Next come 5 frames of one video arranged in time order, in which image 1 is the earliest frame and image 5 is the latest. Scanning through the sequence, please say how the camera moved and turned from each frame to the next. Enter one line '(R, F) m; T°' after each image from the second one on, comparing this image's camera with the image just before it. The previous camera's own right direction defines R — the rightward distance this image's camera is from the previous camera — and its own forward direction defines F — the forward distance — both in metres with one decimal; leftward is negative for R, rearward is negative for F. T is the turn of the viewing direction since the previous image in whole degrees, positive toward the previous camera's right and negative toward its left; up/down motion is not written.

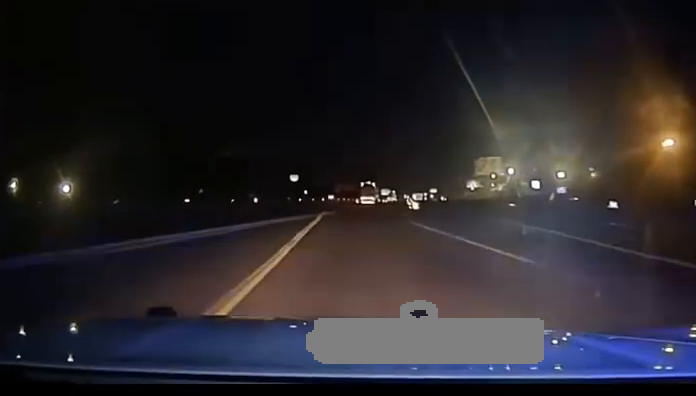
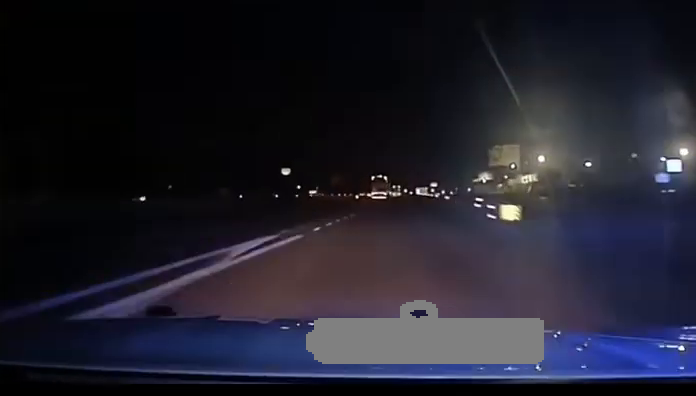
(-0.1, +43.6) m; 0°
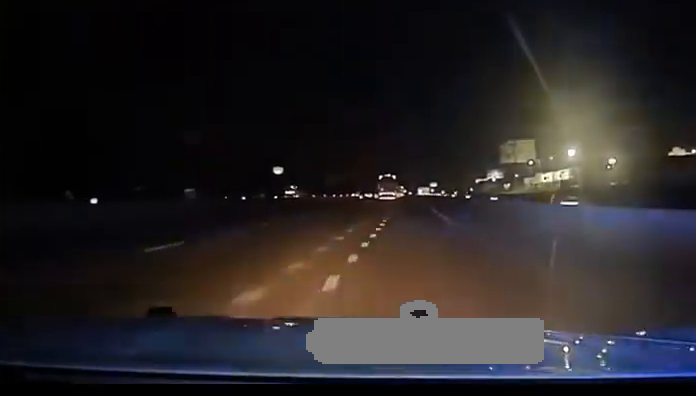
(+0.1, +29.4) m; 0°
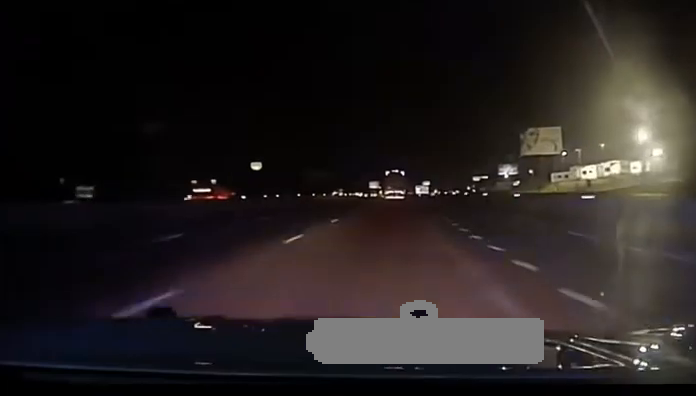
(-0.1, +42.3) m; 0°
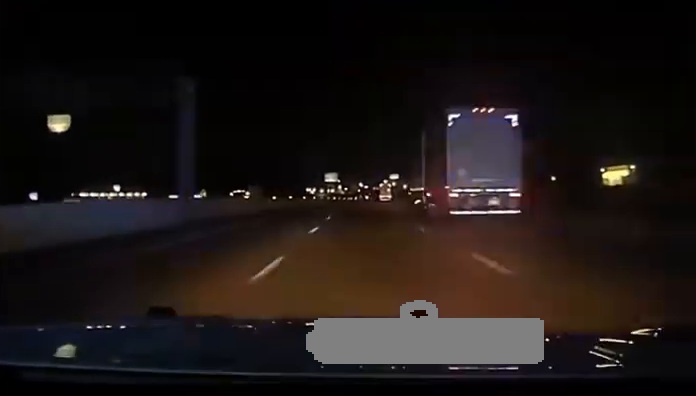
(+6.6, +175.4) m; +4°
